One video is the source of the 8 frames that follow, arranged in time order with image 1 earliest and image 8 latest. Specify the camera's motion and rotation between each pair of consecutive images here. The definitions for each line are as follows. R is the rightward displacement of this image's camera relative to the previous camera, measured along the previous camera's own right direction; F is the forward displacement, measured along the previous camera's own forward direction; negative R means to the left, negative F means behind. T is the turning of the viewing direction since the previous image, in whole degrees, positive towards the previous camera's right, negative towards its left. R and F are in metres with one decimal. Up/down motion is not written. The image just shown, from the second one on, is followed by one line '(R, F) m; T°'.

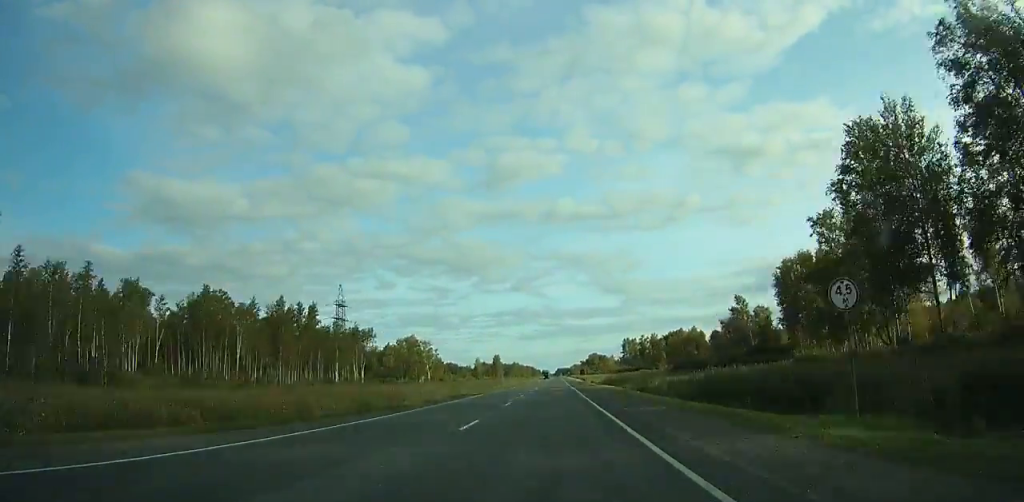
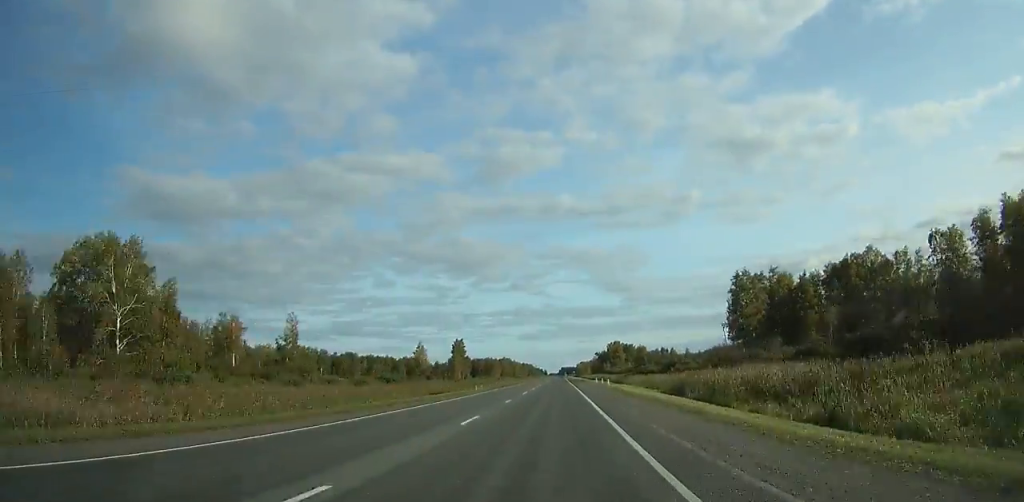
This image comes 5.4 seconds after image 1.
(+0.3, +166.7) m; 0°
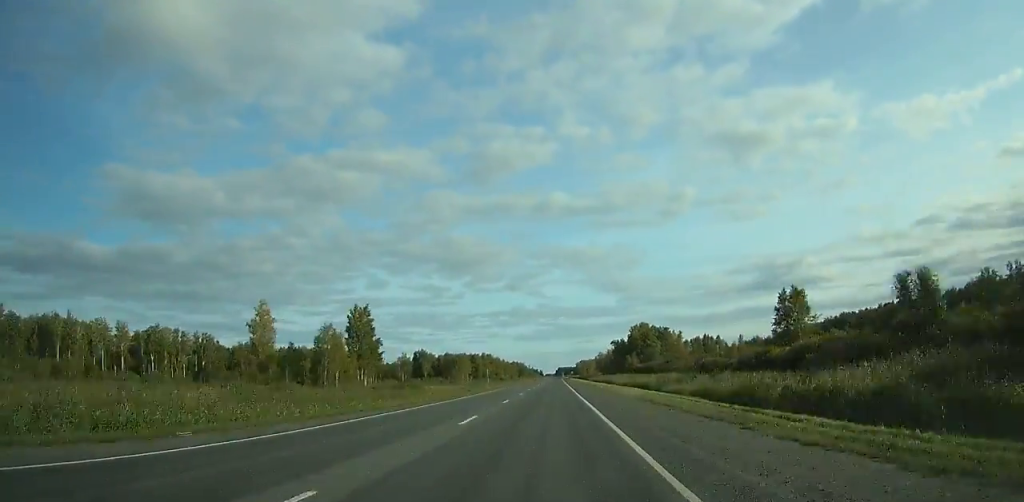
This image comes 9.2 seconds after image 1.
(-0.1, +119.1) m; 0°
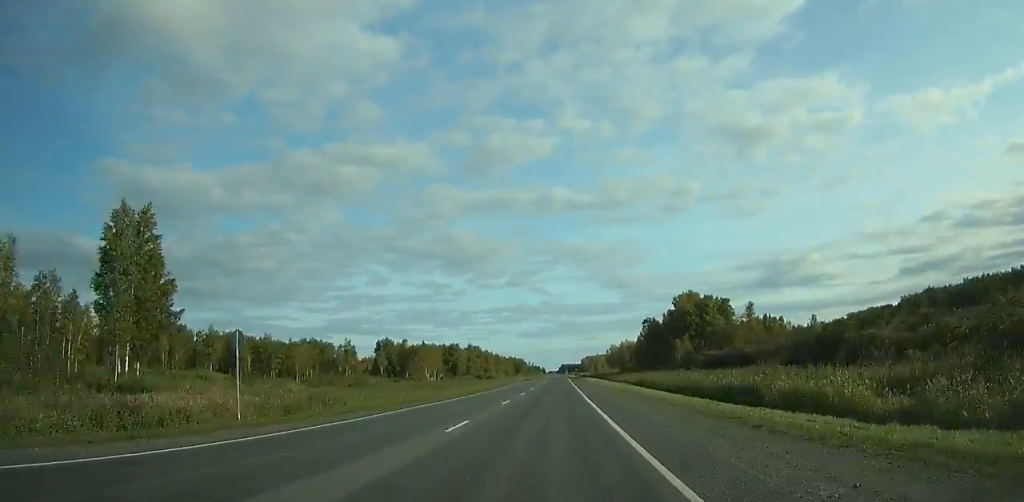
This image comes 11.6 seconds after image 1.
(0.0, +75.8) m; 0°
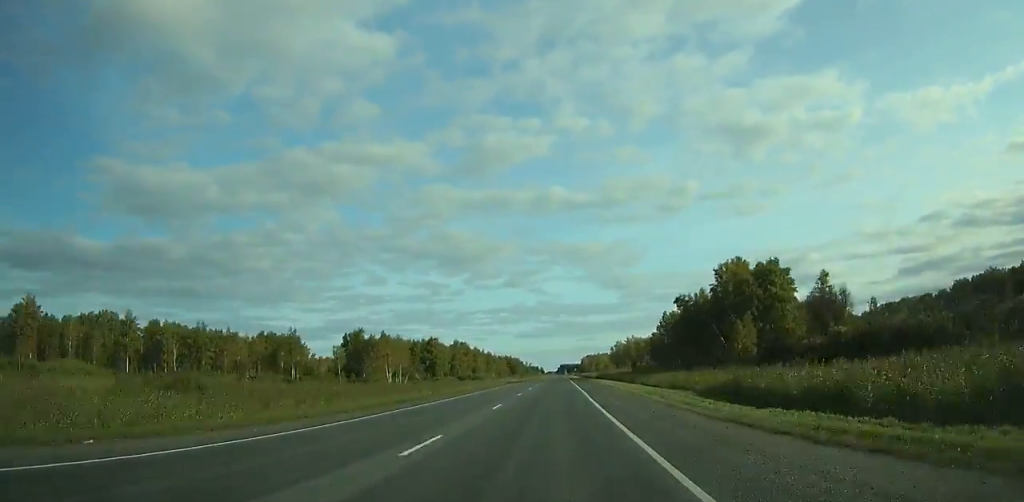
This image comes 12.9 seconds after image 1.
(0.0, +41.2) m; 0°
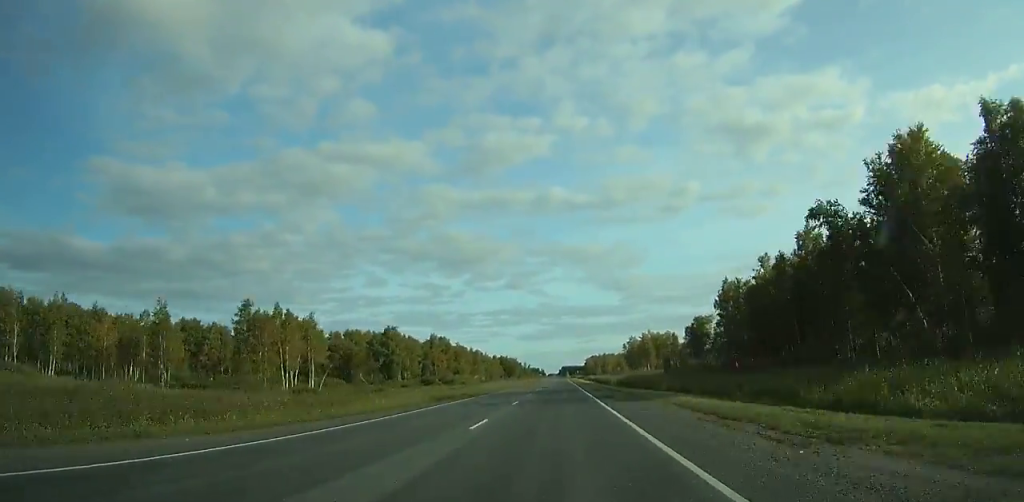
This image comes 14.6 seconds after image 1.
(0.0, +54.0) m; 0°
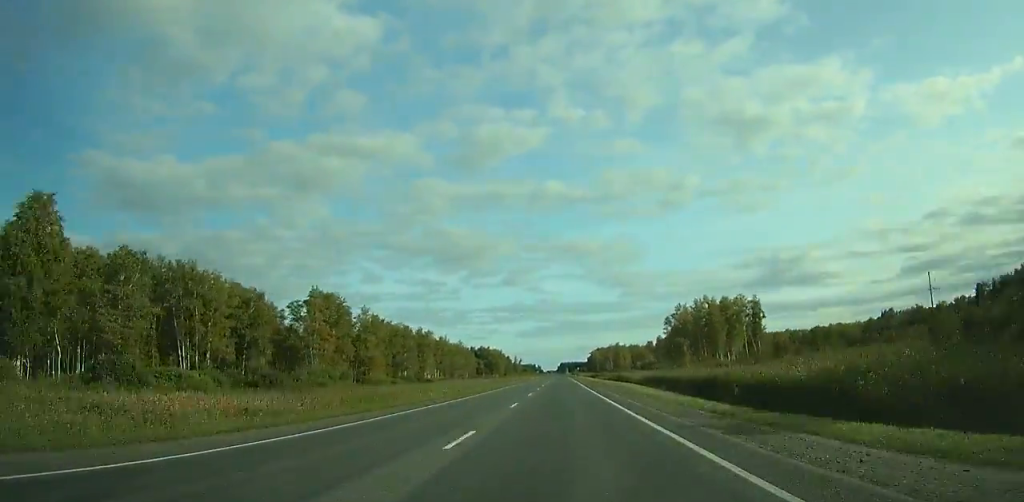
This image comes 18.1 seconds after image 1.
(+0.2, +112.0) m; 0°
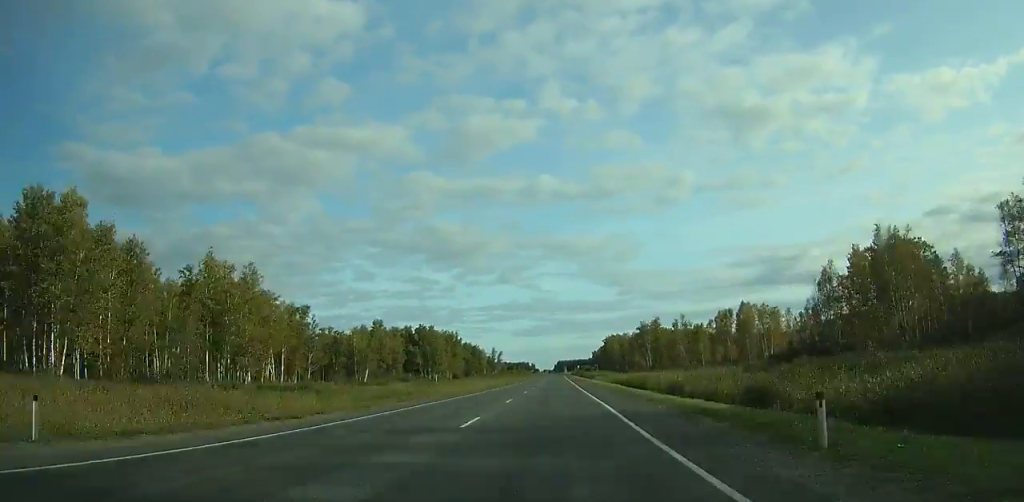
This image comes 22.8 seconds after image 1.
(+0.5, +151.0) m; 0°
